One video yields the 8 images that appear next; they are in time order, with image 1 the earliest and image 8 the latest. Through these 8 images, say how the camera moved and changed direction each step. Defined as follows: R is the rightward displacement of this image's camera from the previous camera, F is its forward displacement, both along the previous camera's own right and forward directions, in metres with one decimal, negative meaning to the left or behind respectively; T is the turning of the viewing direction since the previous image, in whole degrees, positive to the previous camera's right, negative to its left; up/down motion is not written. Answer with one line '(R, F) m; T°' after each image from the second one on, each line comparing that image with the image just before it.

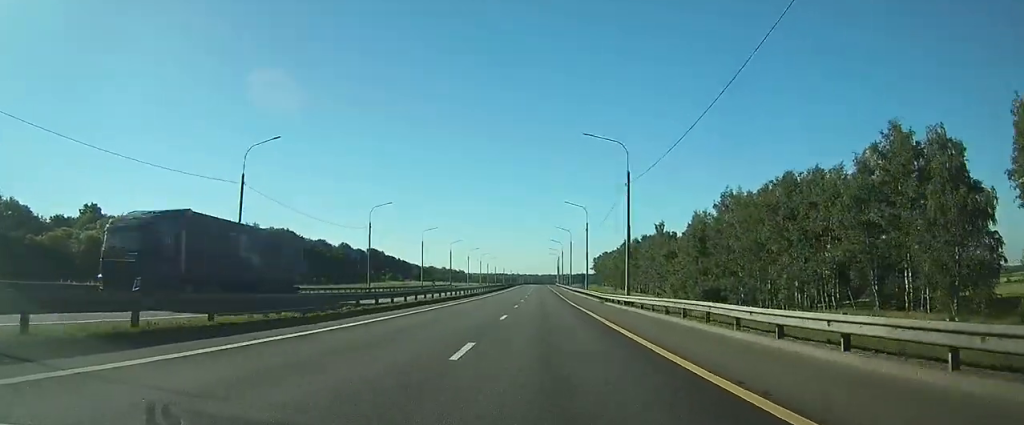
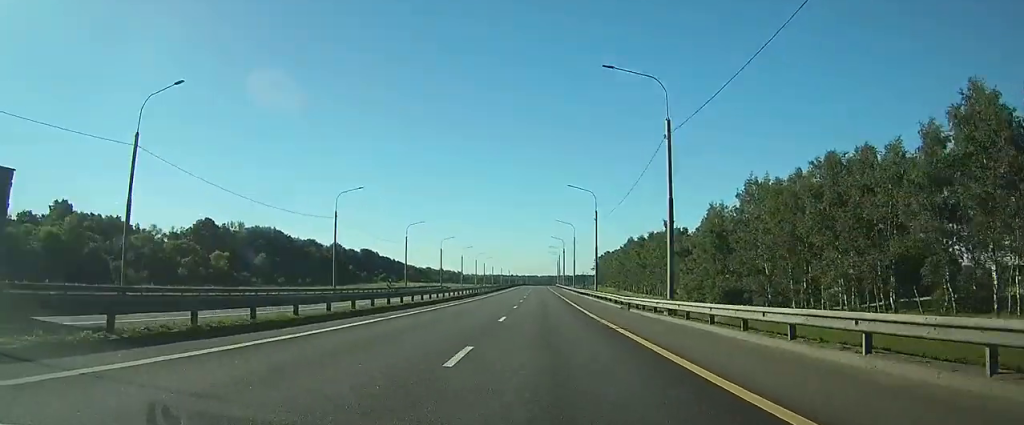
(0.0, +12.7) m; 0°
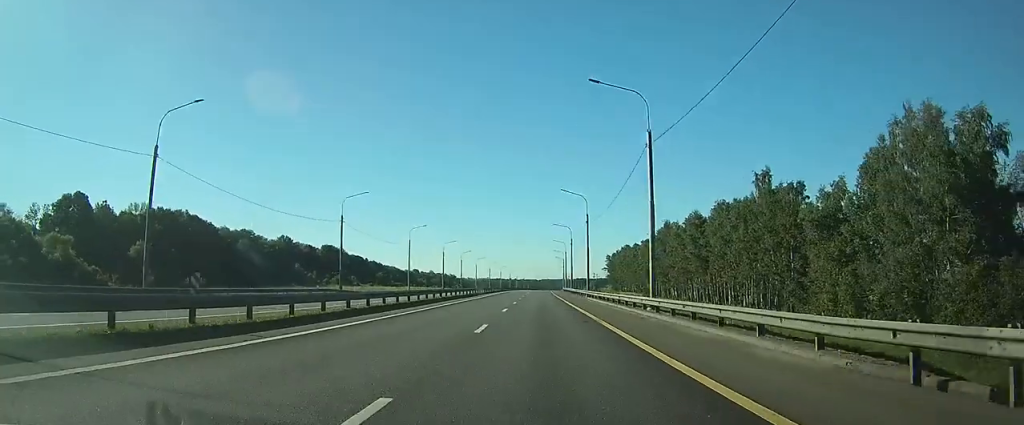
(0.0, +65.6) m; 0°
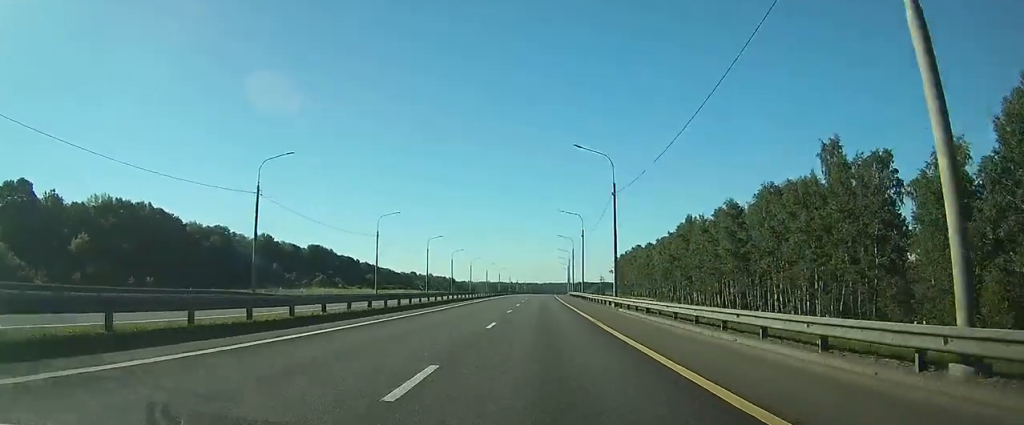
(0.0, +21.0) m; 0°
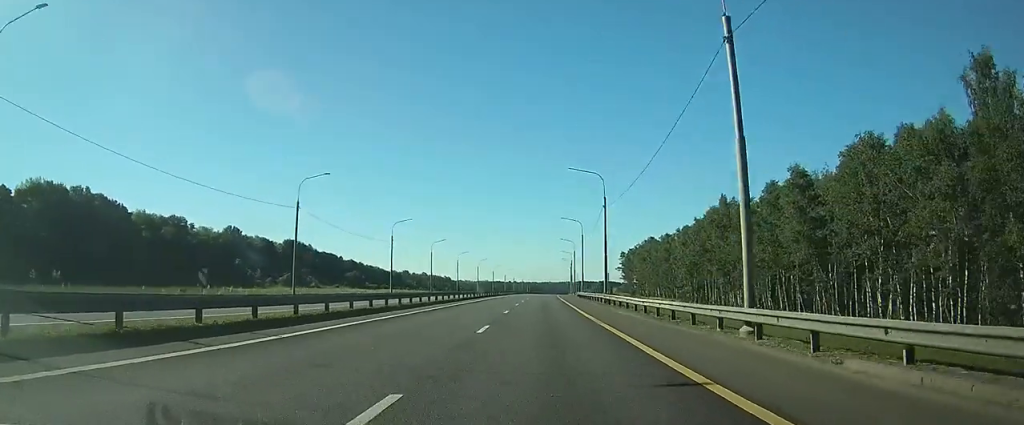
(-0.1, +26.5) m; 0°
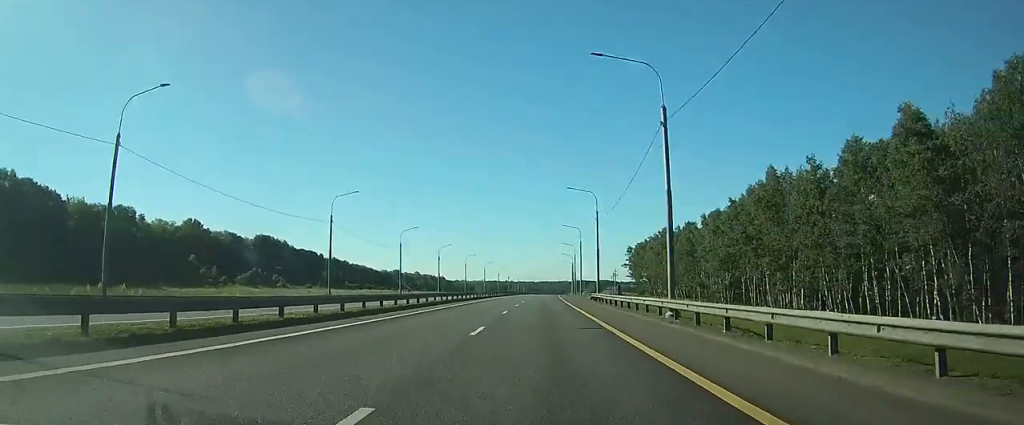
(0.0, +24.6) m; 0°
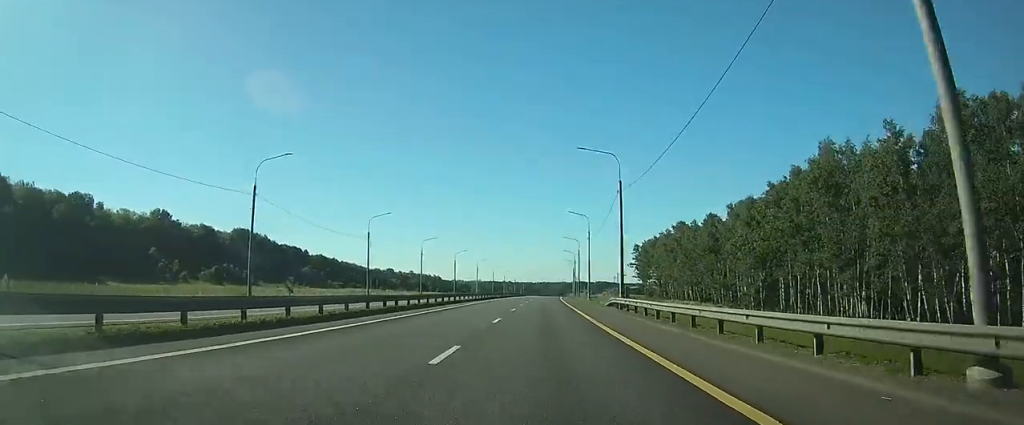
(0.0, +17.4) m; 0°
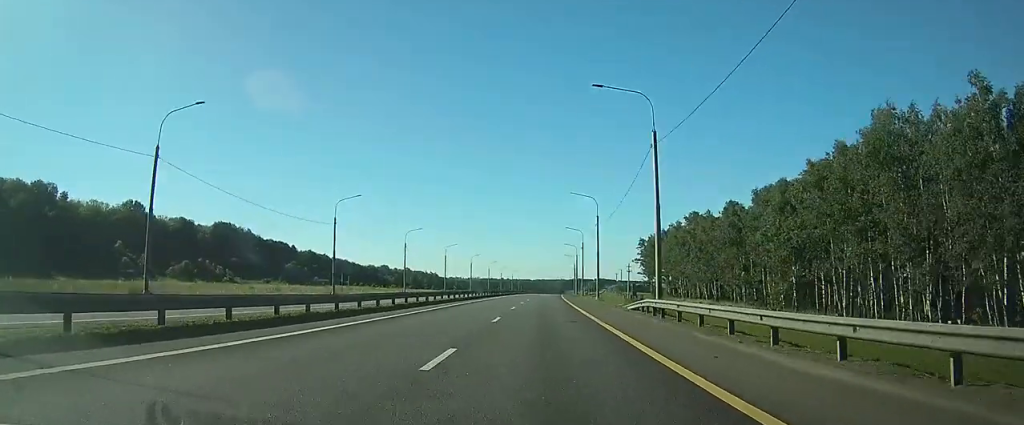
(+0.1, +12.9) m; 0°
